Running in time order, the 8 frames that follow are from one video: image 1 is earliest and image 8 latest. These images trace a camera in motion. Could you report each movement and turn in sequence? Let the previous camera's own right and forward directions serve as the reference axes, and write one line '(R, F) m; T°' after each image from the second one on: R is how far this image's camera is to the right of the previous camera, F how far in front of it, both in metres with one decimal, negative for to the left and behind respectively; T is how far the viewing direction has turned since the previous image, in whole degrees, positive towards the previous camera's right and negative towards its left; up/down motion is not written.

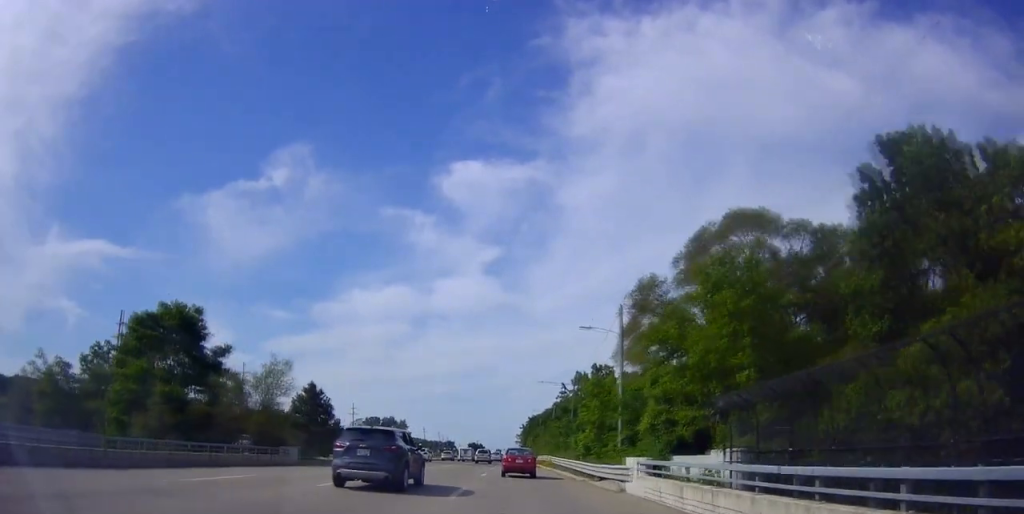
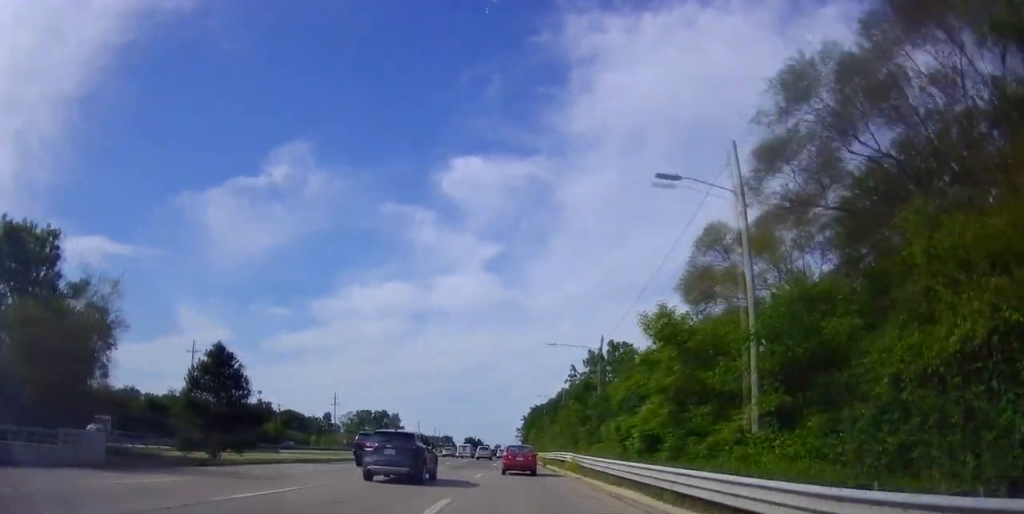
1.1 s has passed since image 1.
(+0.5, +20.2) m; +2°
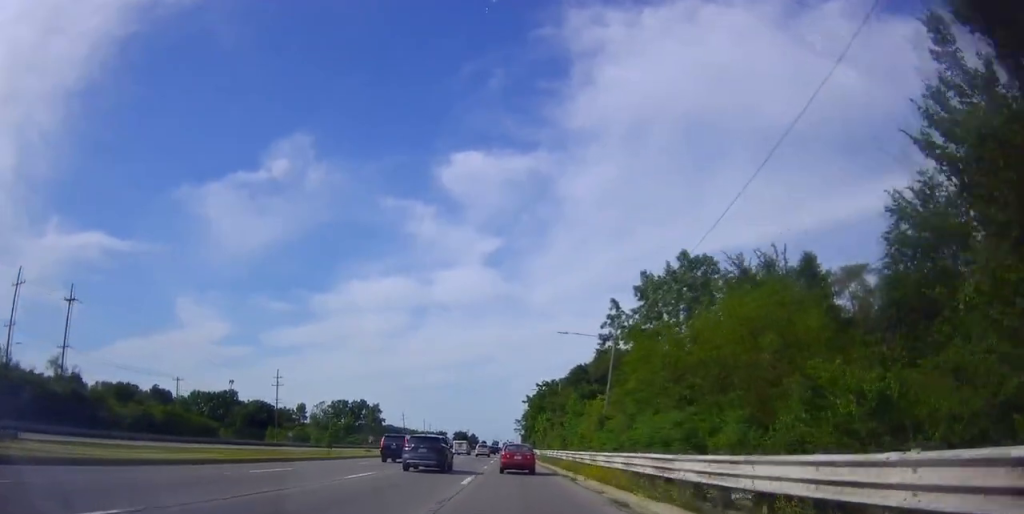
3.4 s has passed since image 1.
(-0.5, +44.7) m; -1°
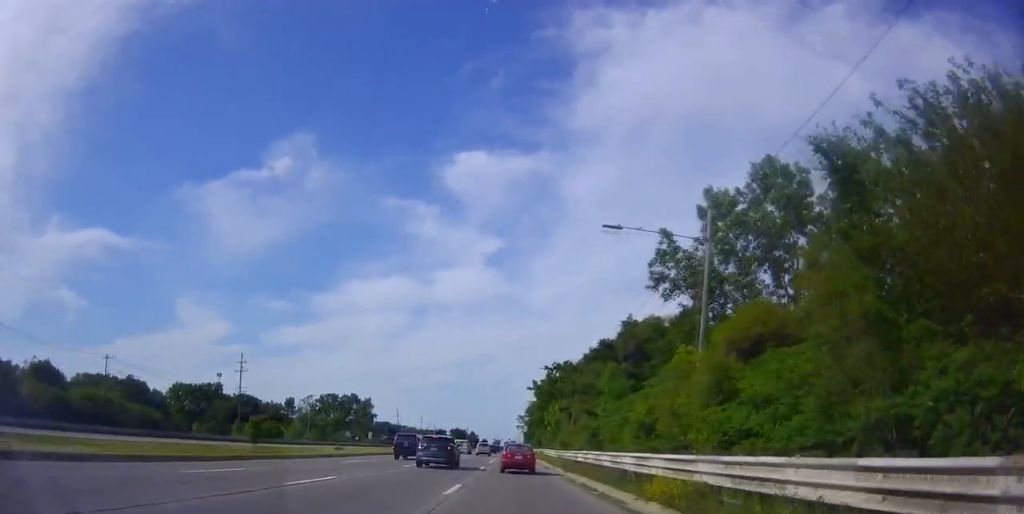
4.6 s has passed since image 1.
(-0.2, +21.1) m; -1°
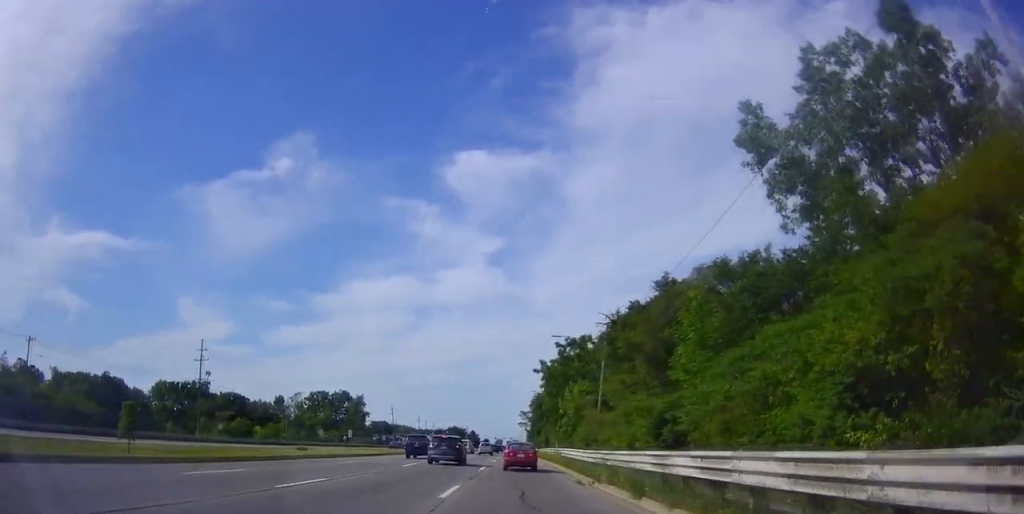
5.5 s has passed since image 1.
(0.0, +17.7) m; +1°
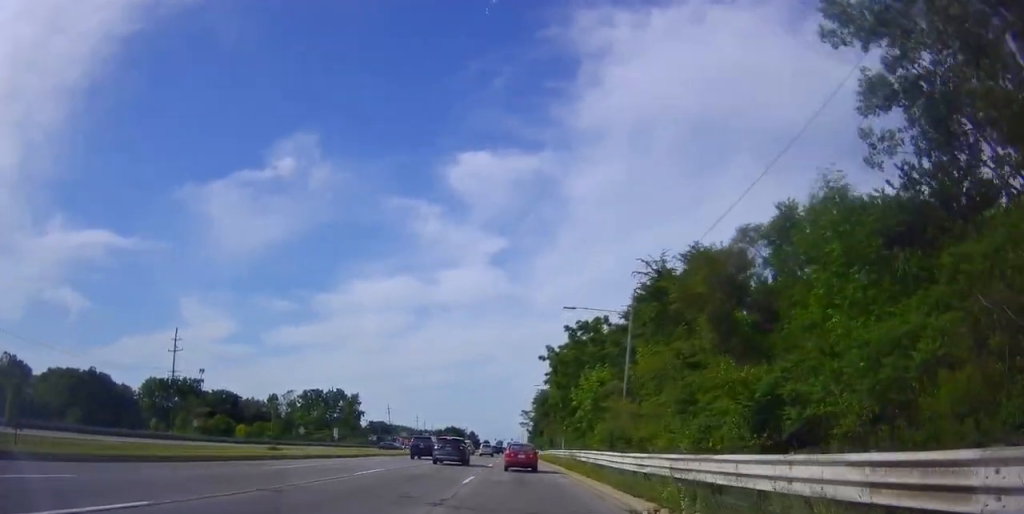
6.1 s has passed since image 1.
(+0.1, +9.6) m; +1°
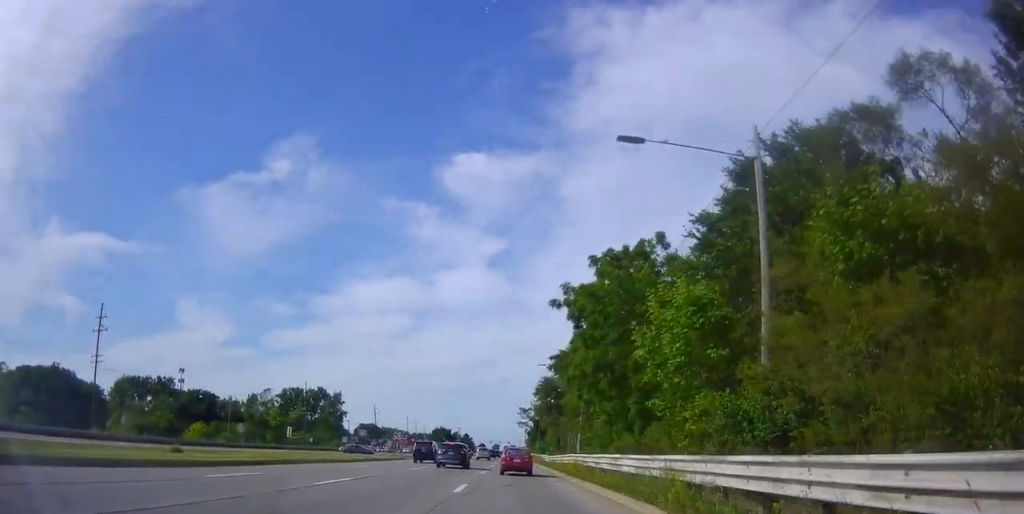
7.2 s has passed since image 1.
(0.0, +20.1) m; -1°
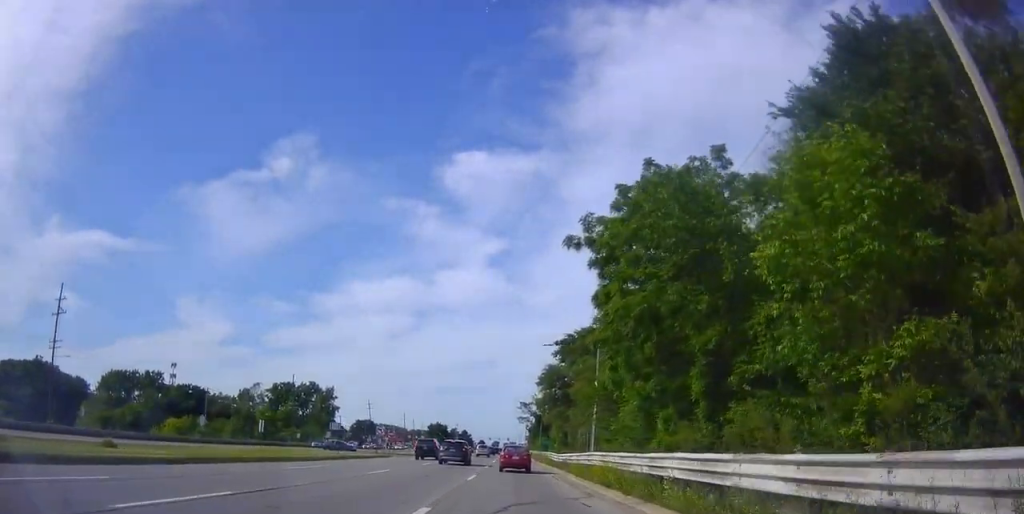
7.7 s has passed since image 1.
(-0.4, +9.4) m; 0°
